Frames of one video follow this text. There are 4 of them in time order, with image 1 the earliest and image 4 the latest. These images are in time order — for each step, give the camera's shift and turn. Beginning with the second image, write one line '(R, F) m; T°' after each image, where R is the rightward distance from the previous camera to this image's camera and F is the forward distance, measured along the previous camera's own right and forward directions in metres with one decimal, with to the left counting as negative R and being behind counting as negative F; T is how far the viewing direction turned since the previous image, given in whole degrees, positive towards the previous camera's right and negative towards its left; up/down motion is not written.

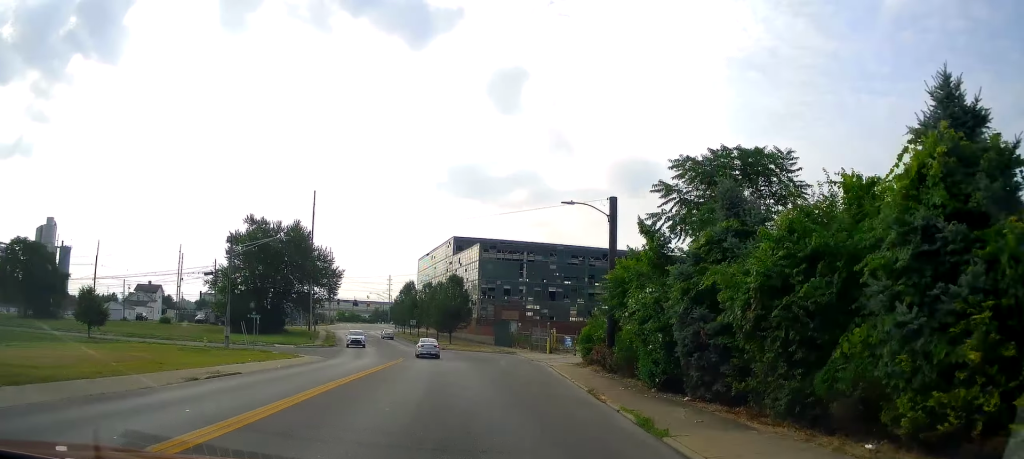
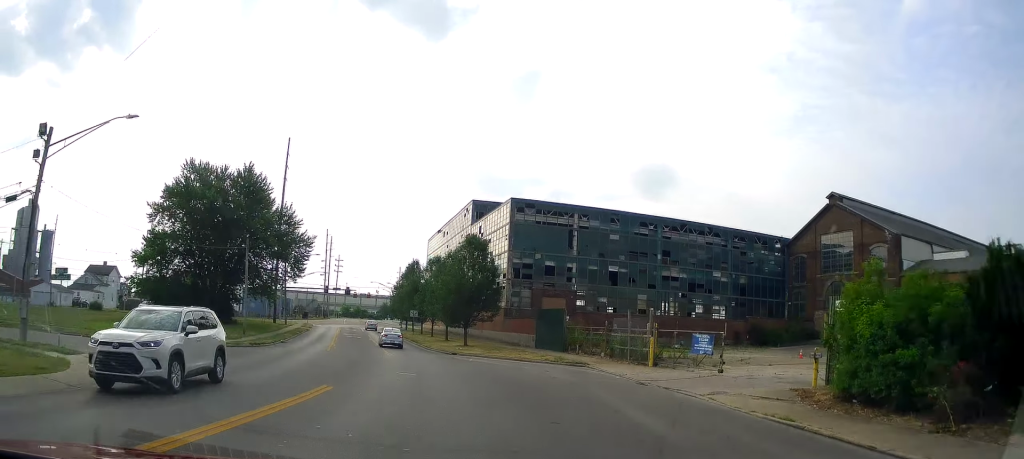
(-0.2, +24.6) m; -2°
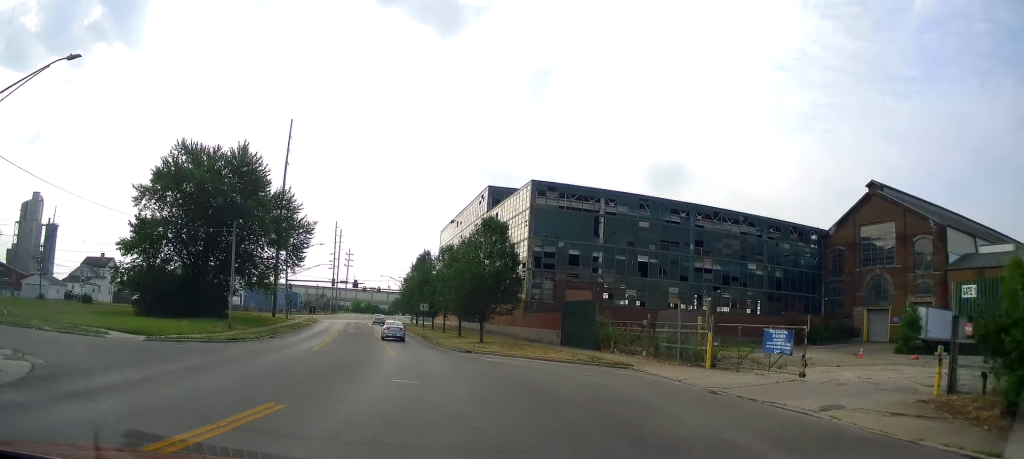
(-0.4, +4.9) m; 0°
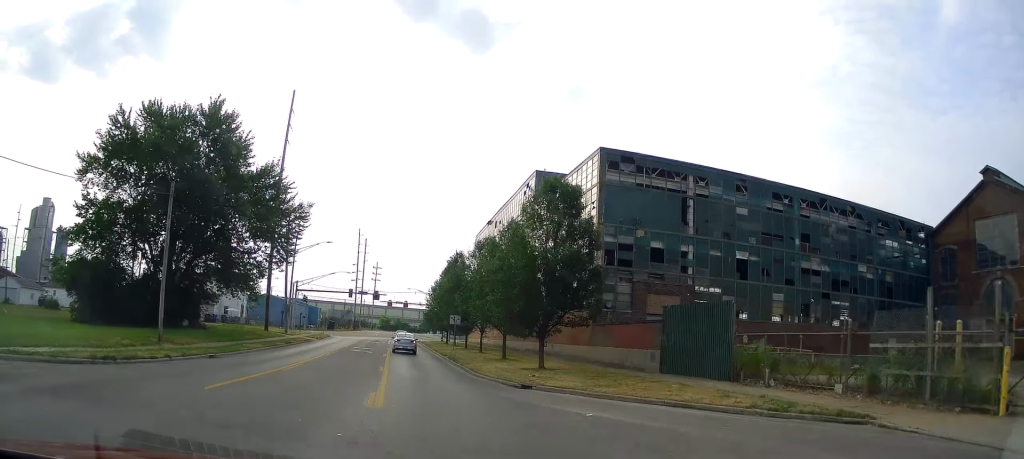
(+0.8, +14.2) m; +3°
